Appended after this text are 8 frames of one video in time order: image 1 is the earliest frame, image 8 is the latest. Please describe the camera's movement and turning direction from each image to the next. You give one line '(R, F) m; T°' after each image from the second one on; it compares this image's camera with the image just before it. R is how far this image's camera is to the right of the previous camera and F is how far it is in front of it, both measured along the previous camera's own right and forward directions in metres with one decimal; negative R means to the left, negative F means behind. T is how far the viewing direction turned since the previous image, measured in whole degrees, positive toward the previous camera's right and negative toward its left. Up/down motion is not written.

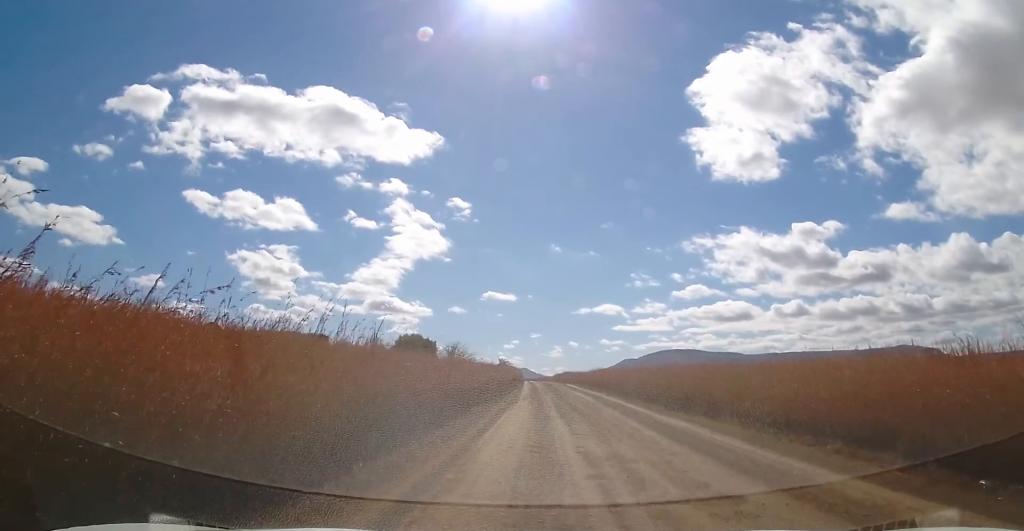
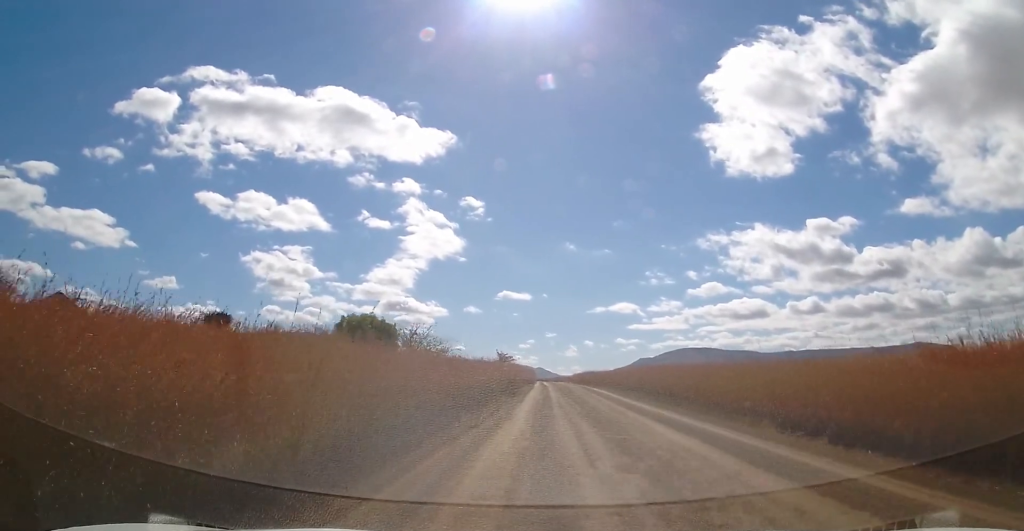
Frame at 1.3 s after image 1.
(-0.4, +28.0) m; -1°
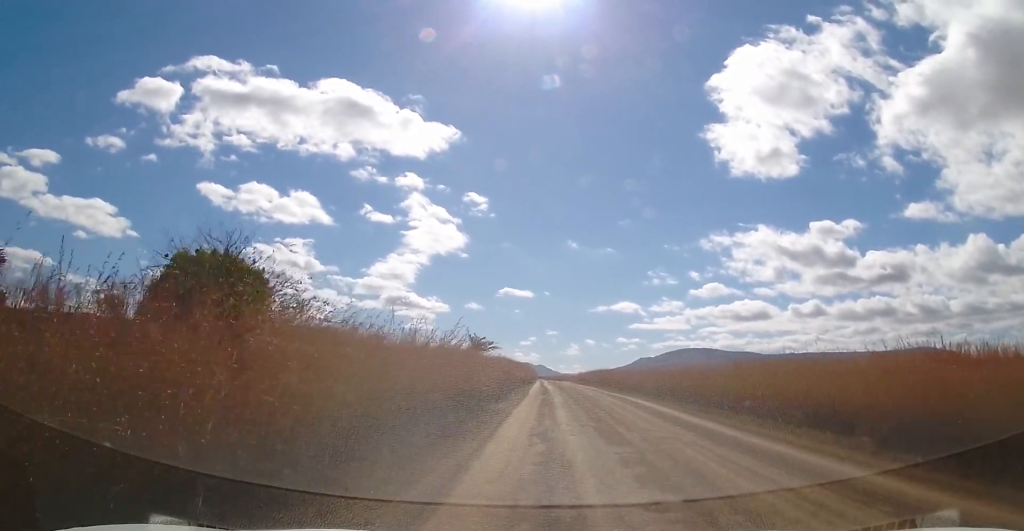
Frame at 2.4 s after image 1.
(+0.2, +25.3) m; 0°
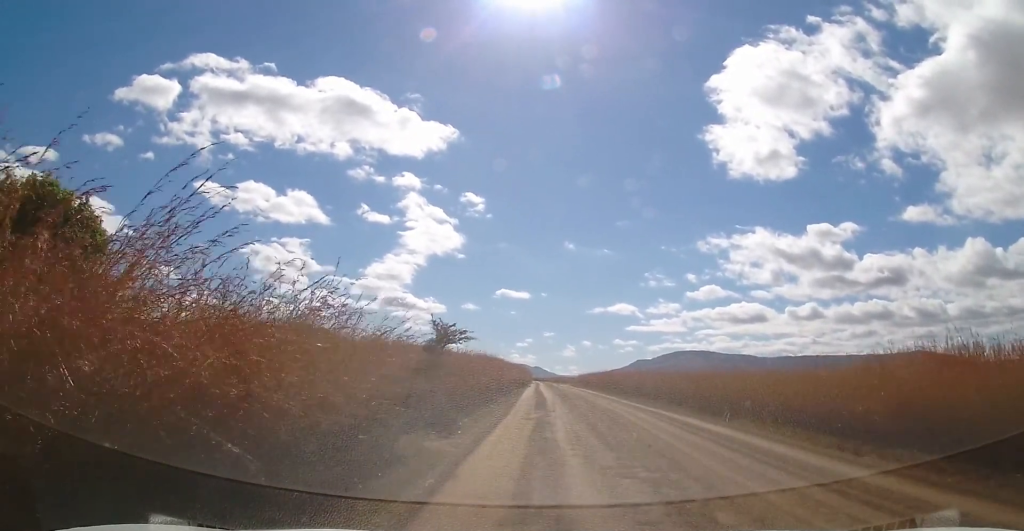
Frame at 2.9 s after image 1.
(0.0, +12.0) m; 0°
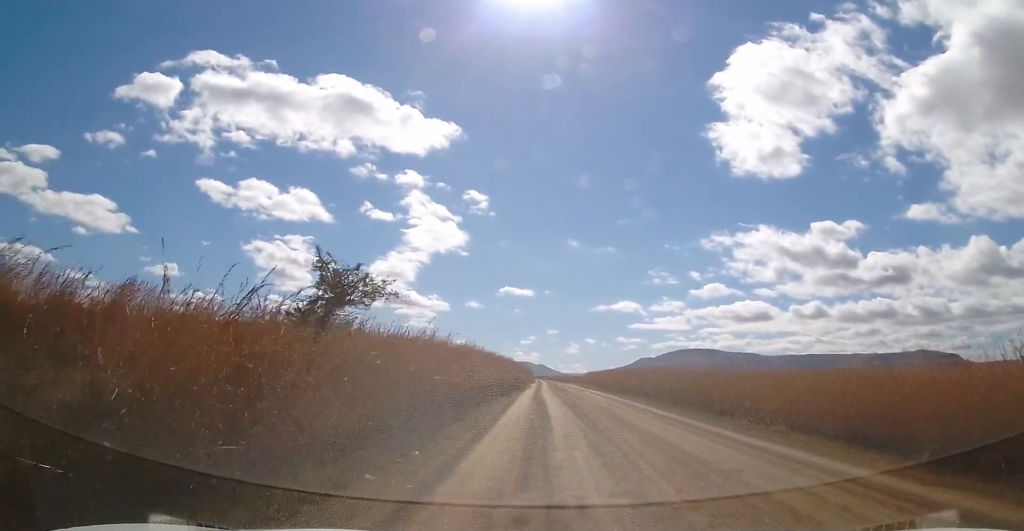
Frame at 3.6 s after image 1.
(-0.2, +15.1) m; -1°
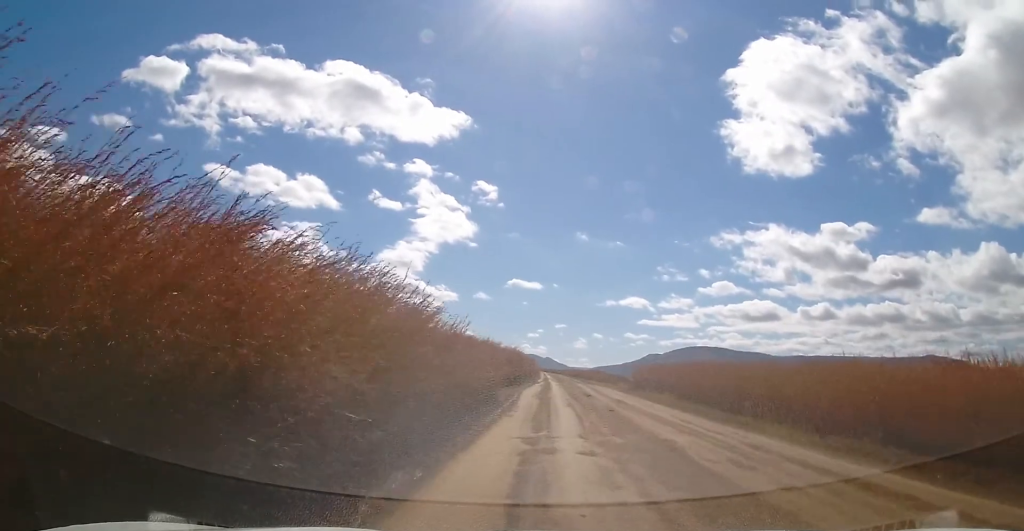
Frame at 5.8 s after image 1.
(+0.9, +48.9) m; +1°
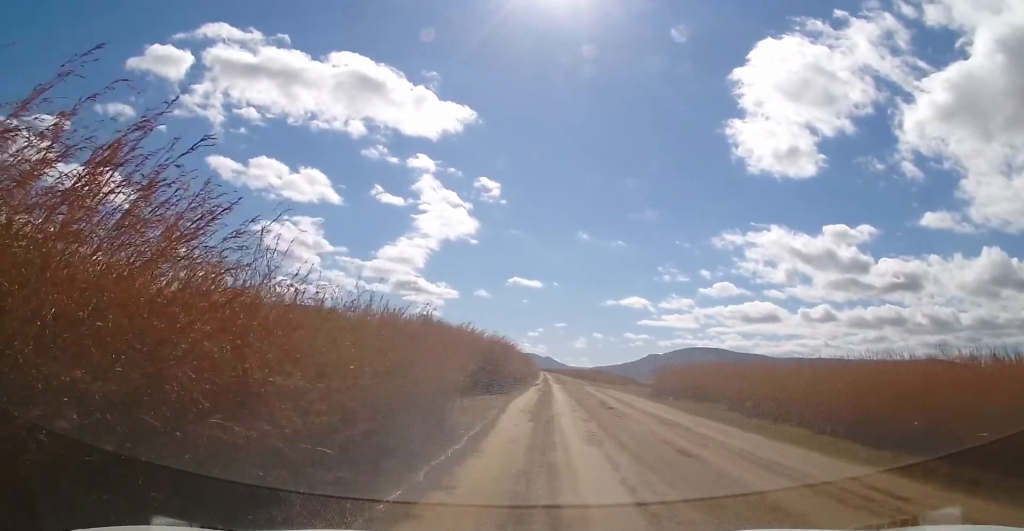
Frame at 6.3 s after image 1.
(-0.2, +11.2) m; -1°
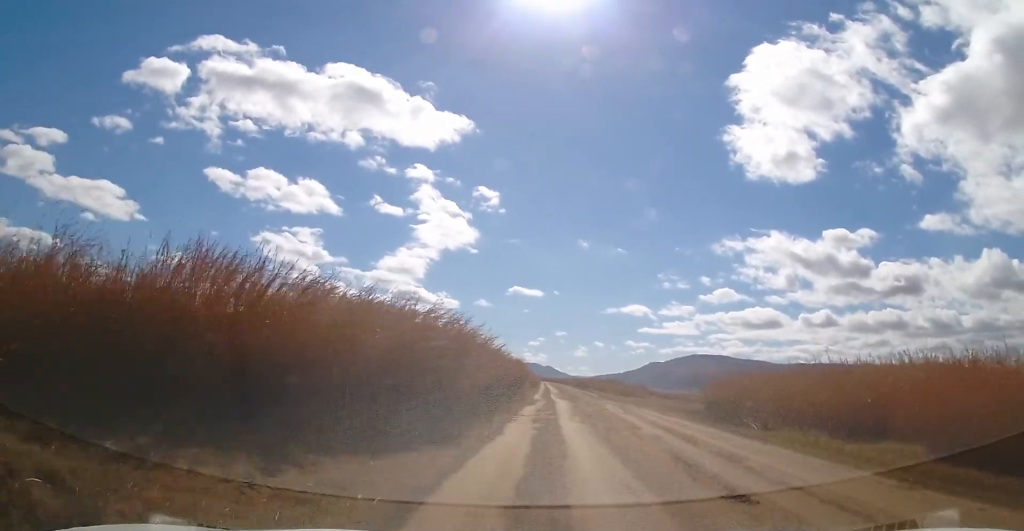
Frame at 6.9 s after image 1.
(-0.1, +14.1) m; 0°
